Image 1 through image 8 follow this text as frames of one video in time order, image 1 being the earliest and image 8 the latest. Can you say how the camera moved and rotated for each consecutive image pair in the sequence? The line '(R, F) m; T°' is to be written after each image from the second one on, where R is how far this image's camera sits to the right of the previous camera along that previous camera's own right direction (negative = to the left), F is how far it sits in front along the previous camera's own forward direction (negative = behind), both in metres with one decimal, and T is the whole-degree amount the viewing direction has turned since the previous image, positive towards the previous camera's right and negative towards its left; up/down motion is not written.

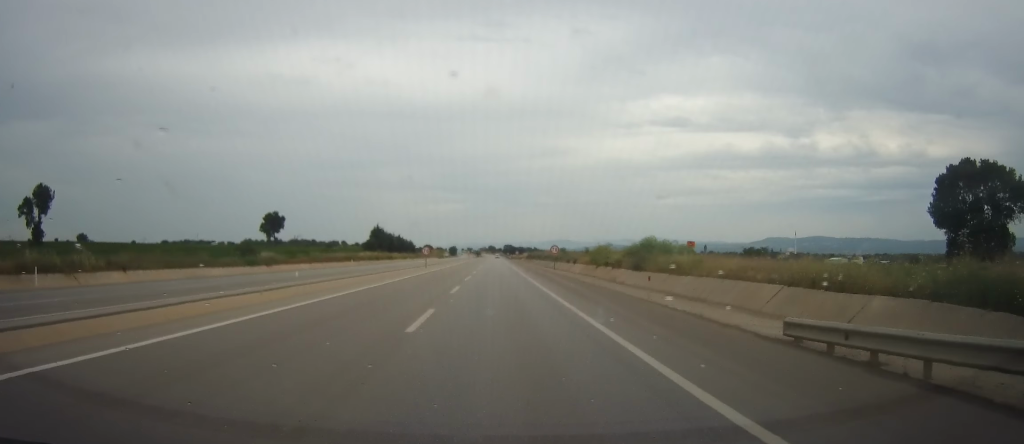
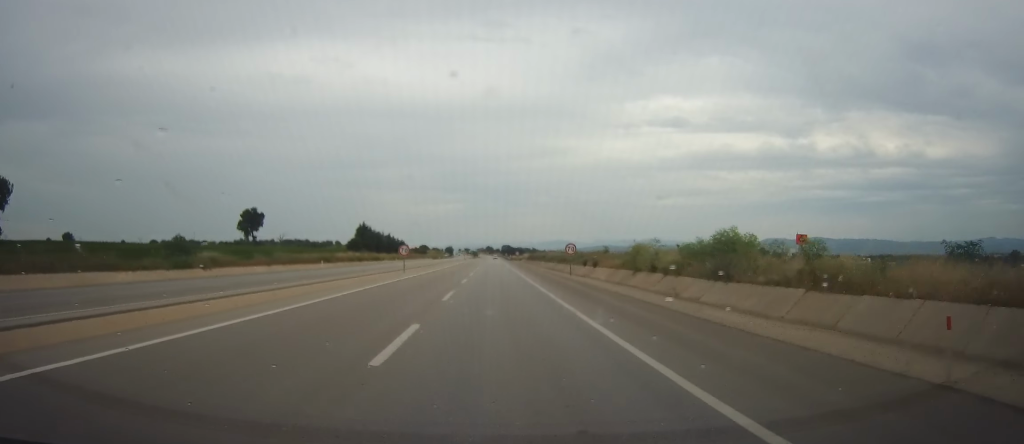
(+0.2, +14.7) m; 0°
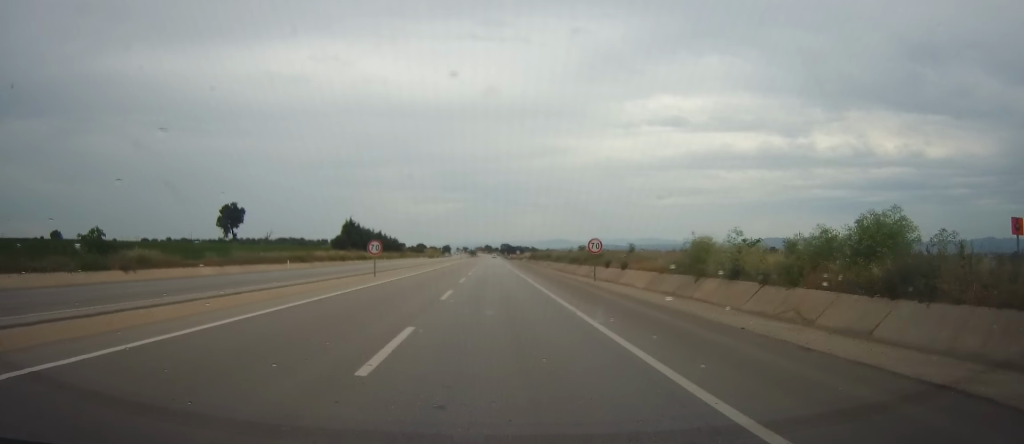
(-0.2, +13.3) m; 0°
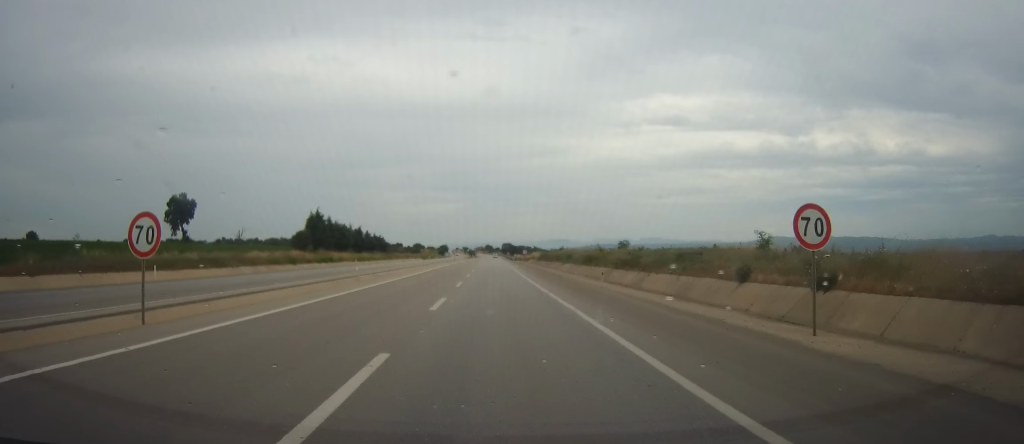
(0.0, +27.5) m; 0°
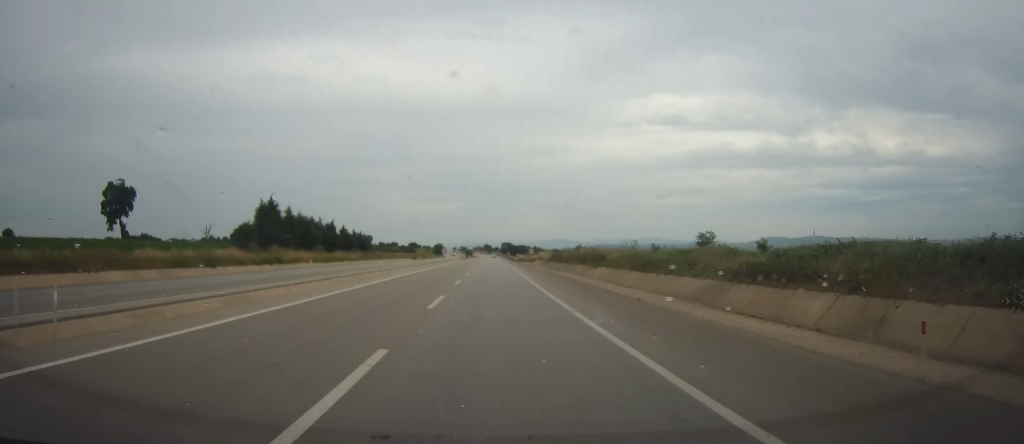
(+0.2, +23.5) m; 0°
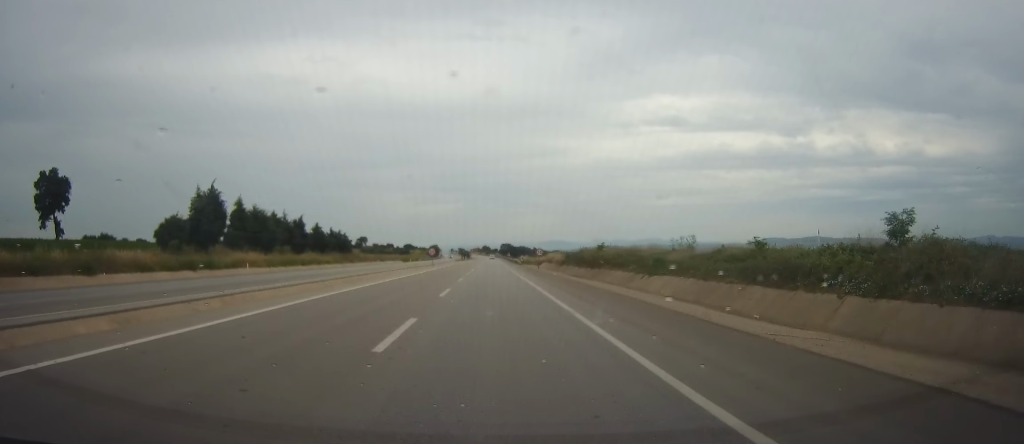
(+0.1, +19.5) m; 0°
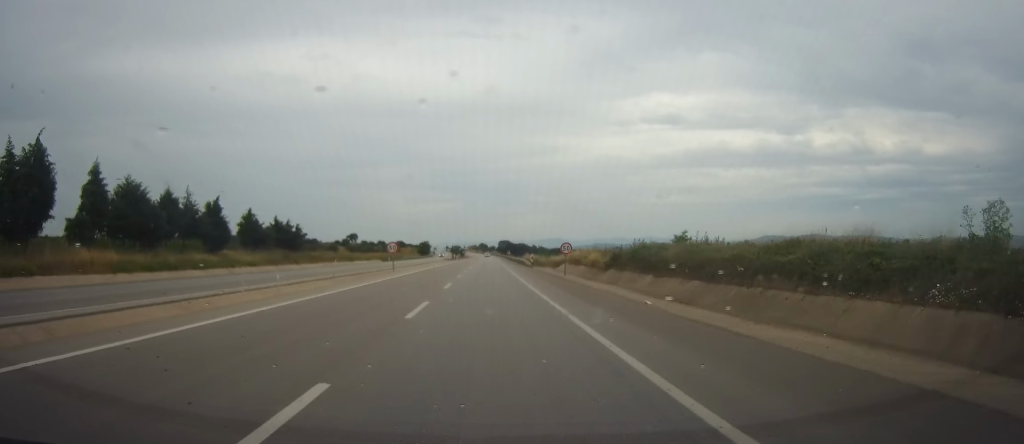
(-0.1, +31.7) m; 0°
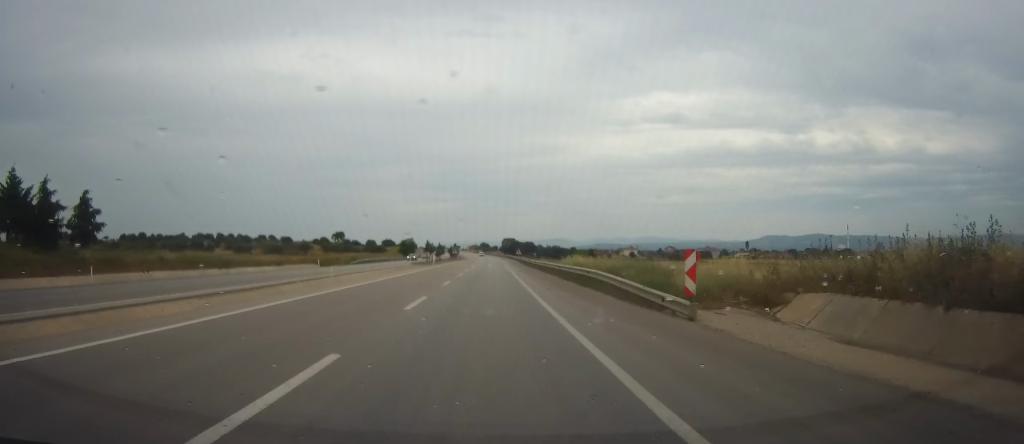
(-0.4, +57.3) m; -1°
